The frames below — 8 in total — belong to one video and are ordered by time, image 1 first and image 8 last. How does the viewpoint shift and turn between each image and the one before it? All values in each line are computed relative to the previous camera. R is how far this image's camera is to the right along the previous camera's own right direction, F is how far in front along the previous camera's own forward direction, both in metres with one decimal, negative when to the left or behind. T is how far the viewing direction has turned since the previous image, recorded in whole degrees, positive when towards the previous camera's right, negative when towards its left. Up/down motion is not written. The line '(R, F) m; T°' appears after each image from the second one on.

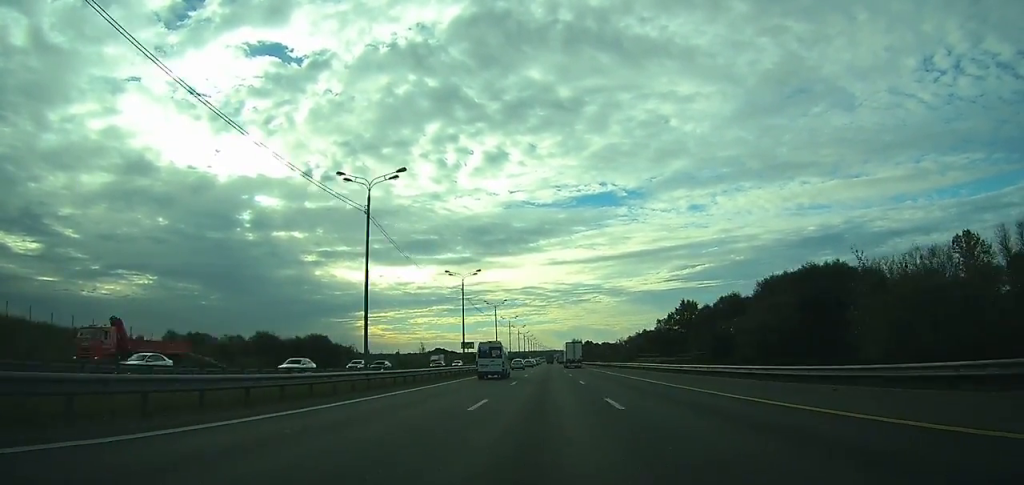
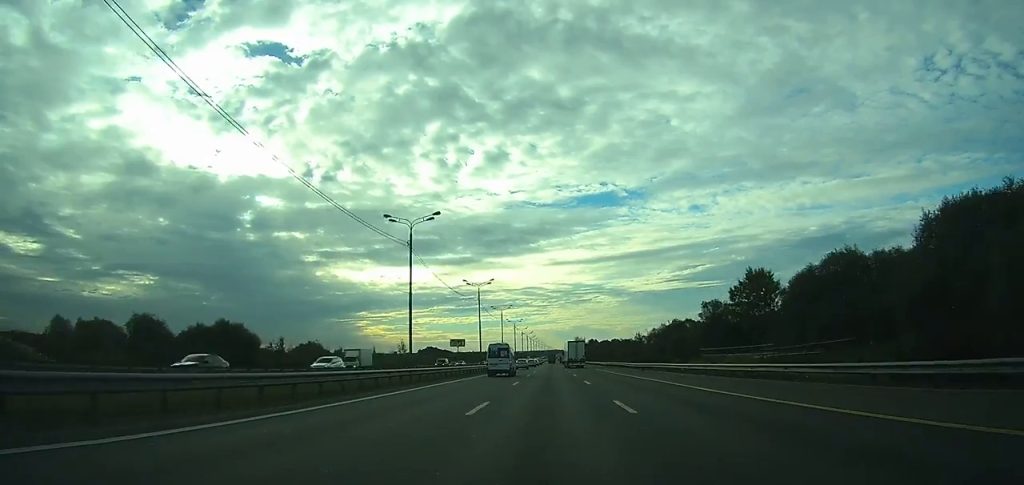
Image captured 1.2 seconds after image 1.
(0.0, +33.7) m; 0°
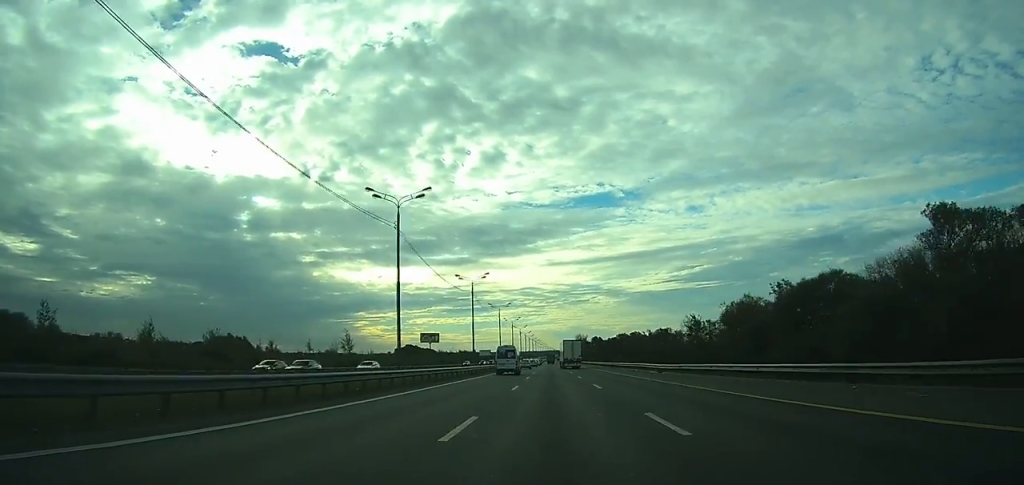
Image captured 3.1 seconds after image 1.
(0.0, +48.7) m; 0°
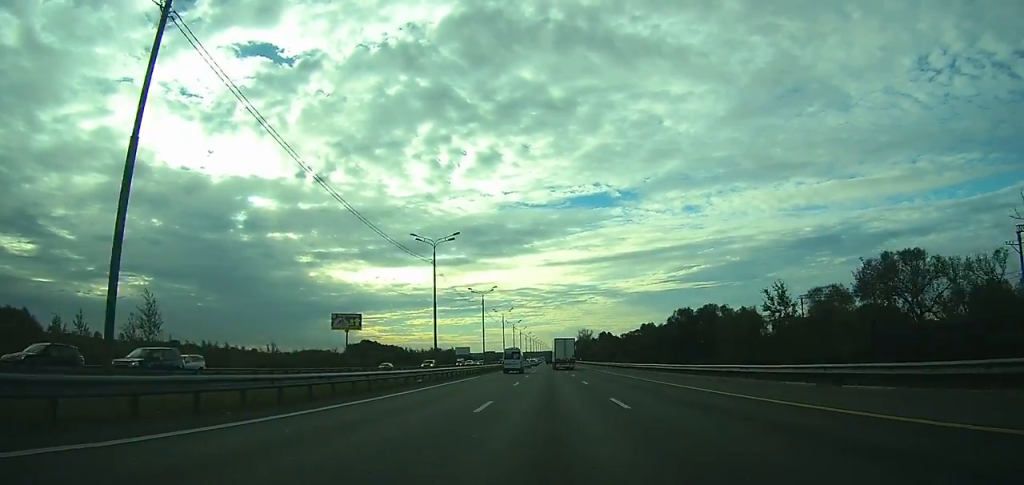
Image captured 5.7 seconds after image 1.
(+0.2, +71.8) m; 0°
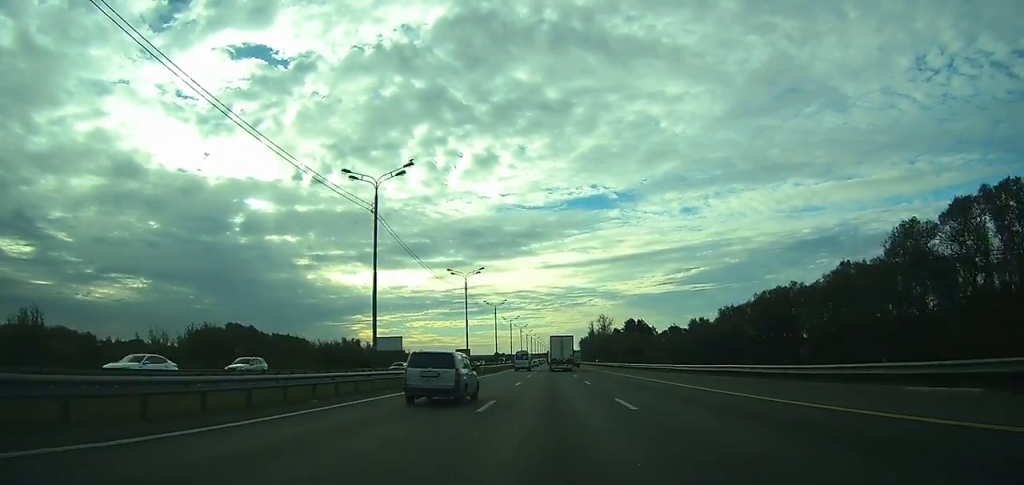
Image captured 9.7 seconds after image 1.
(+0.6, +121.2) m; 0°
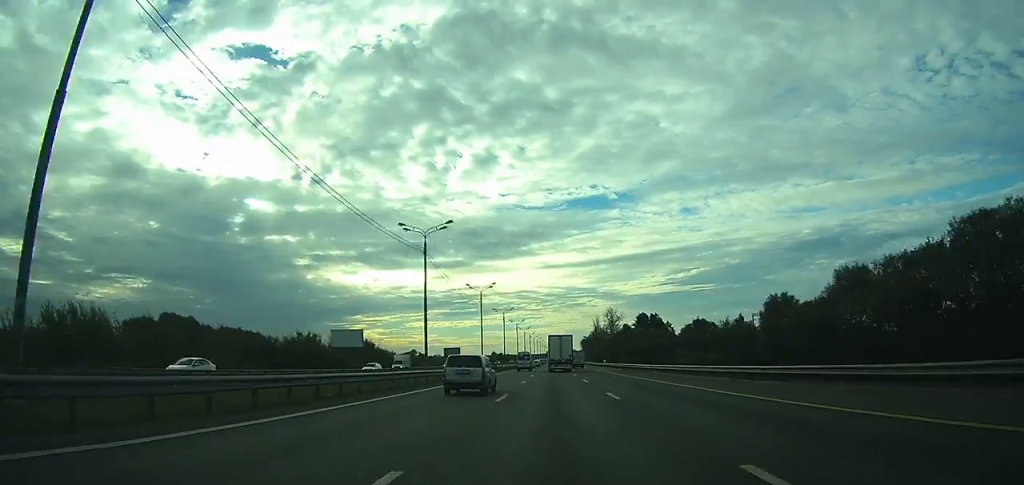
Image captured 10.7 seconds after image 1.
(0.0, +29.4) m; 0°
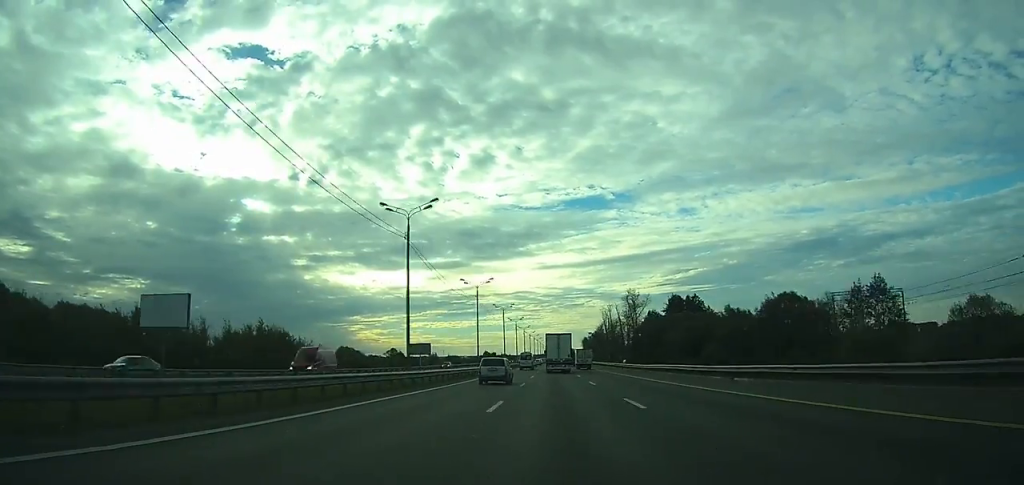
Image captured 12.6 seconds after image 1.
(-0.1, +52.1) m; 0°
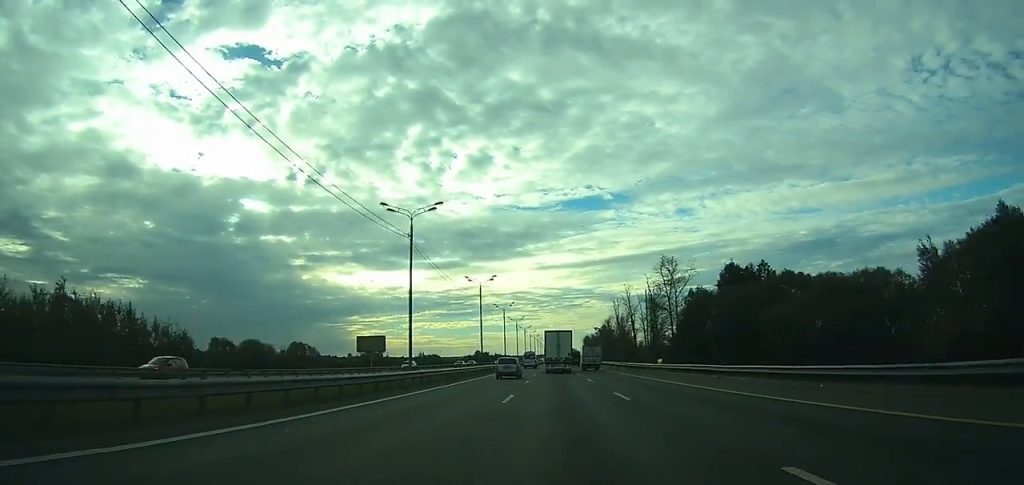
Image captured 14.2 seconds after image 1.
(0.0, +42.1) m; 0°
